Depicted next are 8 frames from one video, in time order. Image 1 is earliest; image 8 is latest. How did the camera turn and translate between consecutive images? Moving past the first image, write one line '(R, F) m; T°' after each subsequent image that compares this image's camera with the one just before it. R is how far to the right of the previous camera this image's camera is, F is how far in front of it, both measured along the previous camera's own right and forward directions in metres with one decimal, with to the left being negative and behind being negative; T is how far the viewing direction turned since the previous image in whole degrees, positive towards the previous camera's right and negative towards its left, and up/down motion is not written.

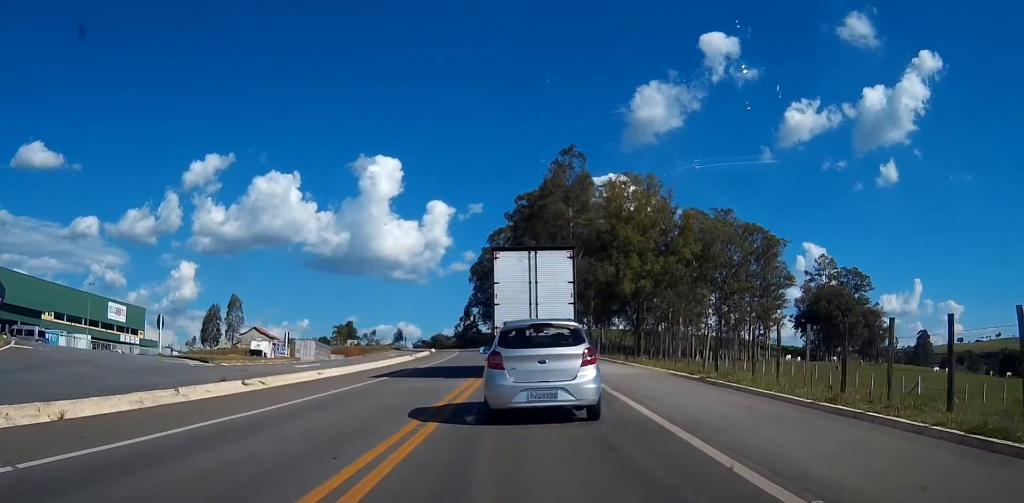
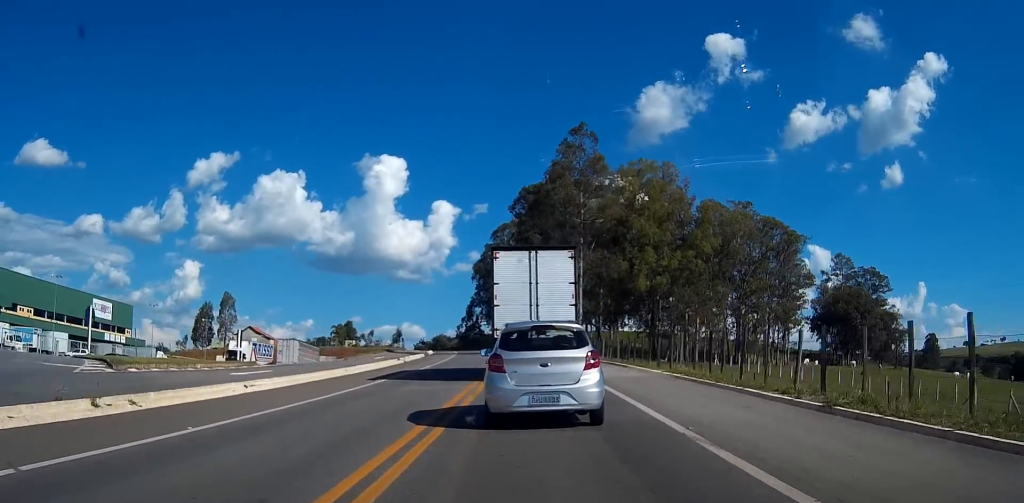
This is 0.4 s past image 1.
(0.0, +8.7) m; 0°
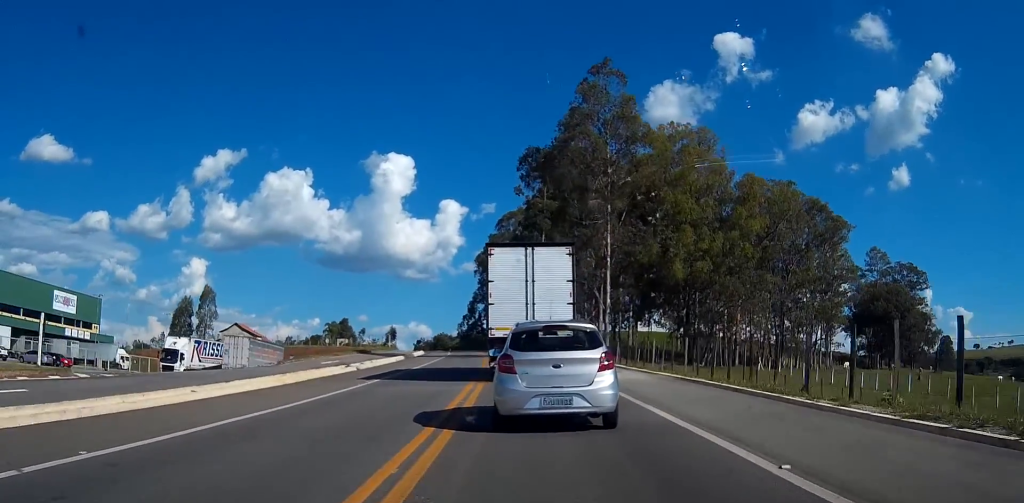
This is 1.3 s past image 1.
(0.0, +17.9) m; 0°
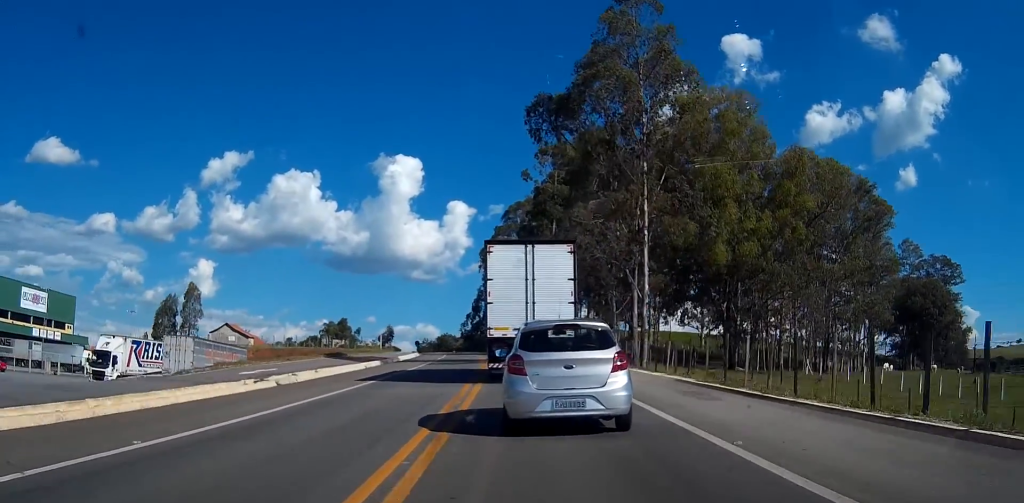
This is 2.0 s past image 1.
(0.0, +13.7) m; 0°
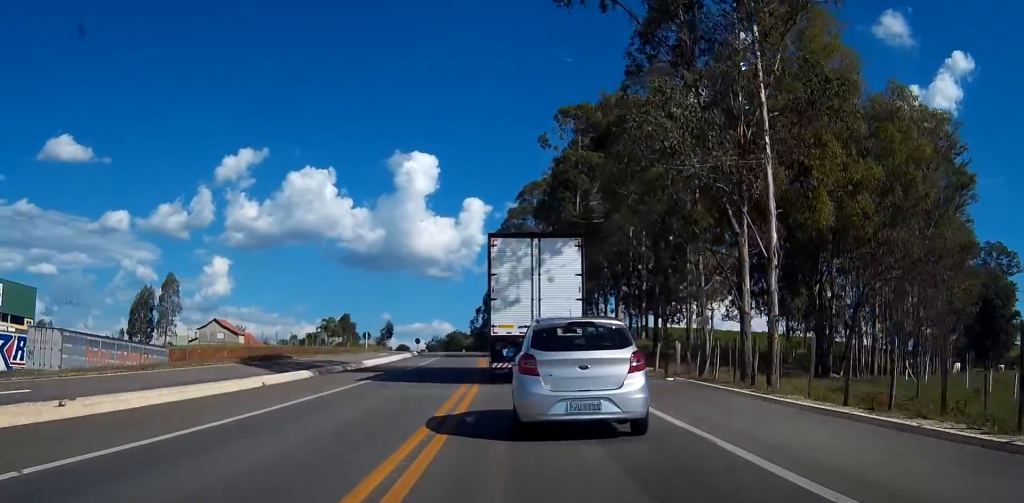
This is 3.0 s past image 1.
(0.0, +19.2) m; 0°
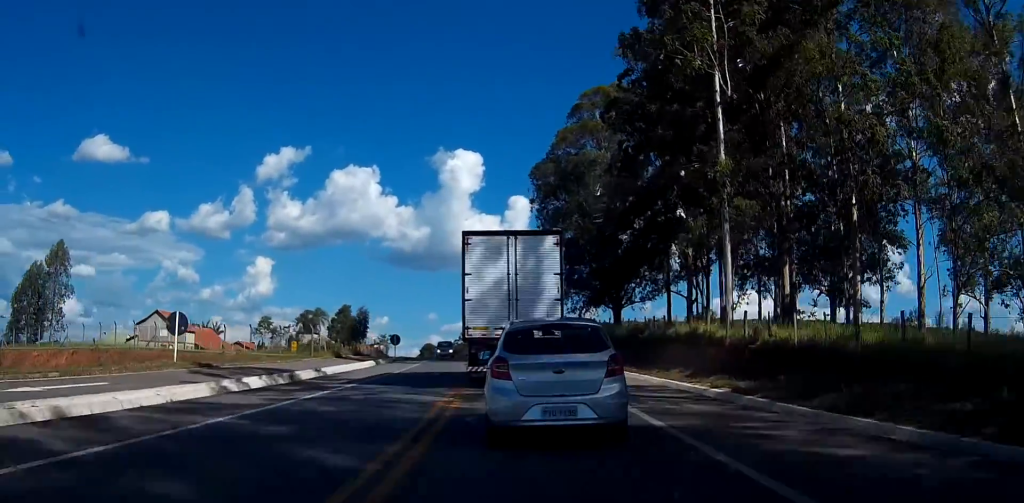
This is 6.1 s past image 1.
(0.0, +55.4) m; 0°
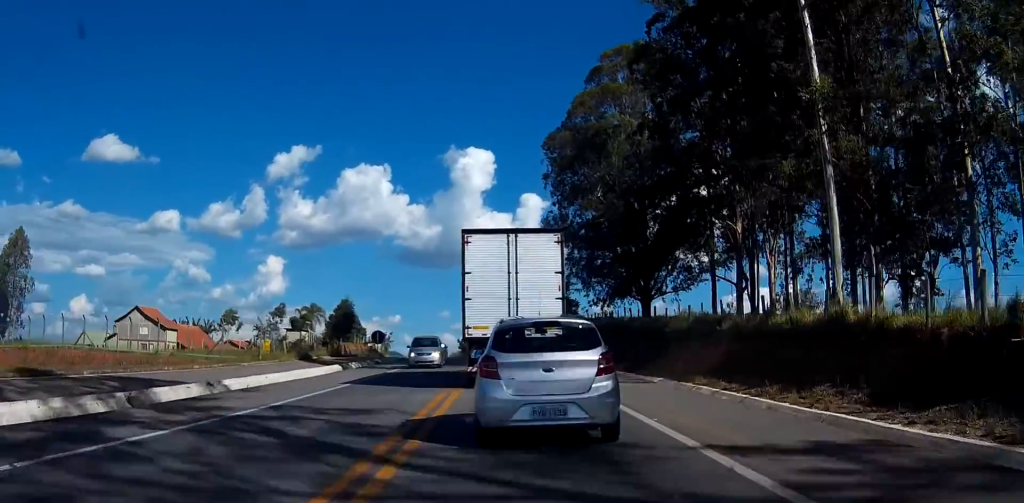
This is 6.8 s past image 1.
(0.0, +12.8) m; 0°
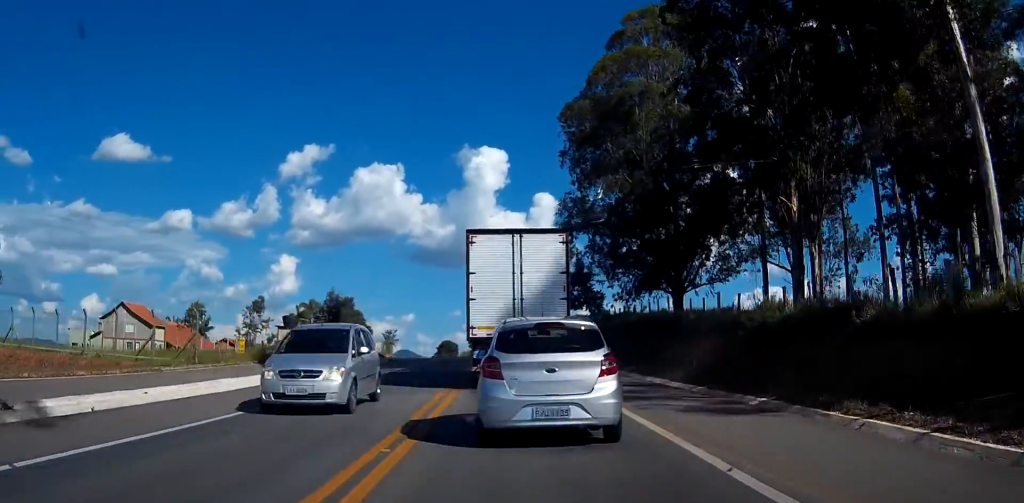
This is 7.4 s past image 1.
(0.0, +9.8) m; 0°
